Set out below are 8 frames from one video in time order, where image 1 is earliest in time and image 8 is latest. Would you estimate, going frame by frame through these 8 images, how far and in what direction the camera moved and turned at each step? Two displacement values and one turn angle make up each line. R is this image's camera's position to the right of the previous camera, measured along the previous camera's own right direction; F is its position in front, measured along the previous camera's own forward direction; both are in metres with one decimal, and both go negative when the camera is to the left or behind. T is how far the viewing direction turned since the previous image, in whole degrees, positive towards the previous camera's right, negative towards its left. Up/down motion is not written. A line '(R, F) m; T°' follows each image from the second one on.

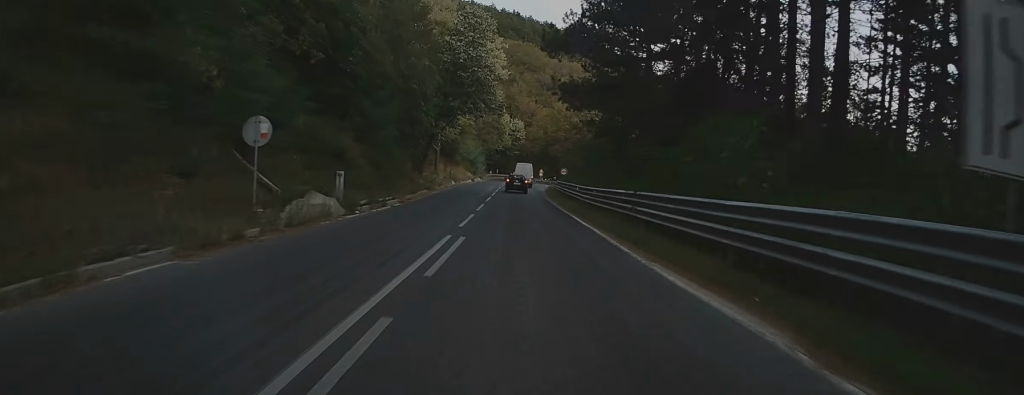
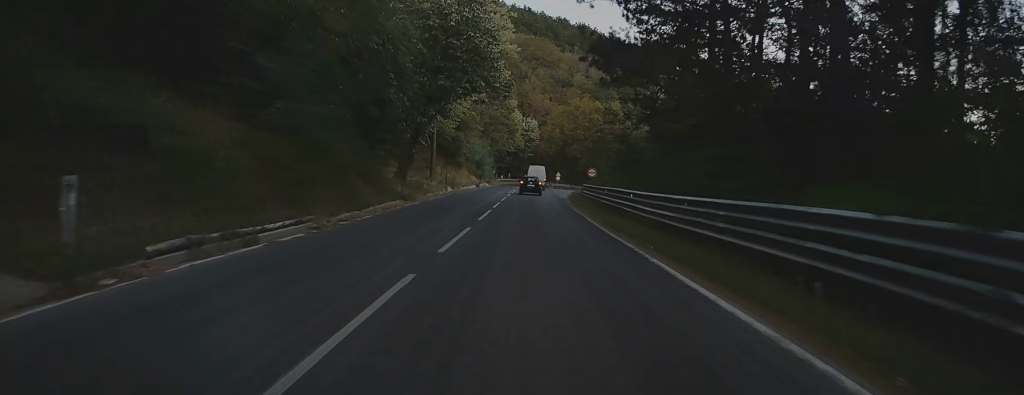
(+0.2, +14.2) m; +1°
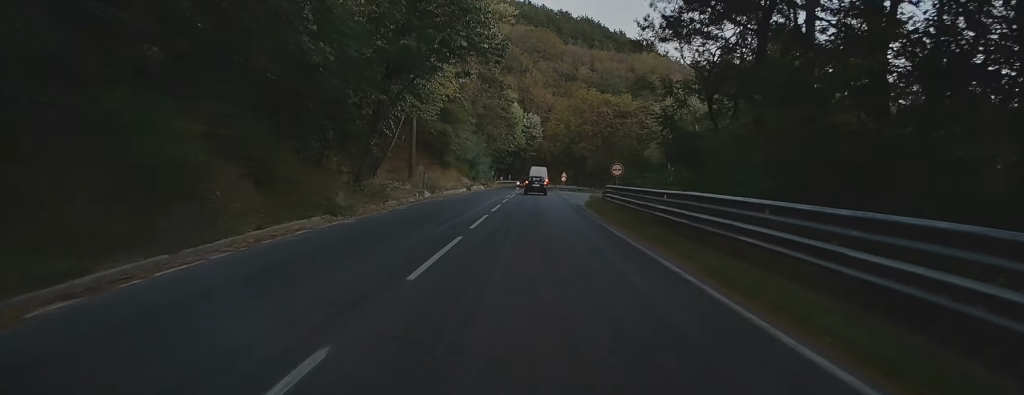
(0.0, +12.3) m; +1°
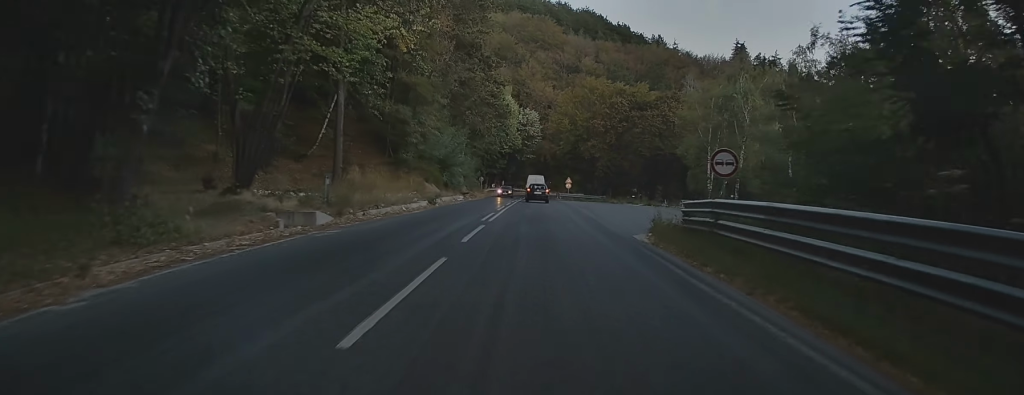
(+0.4, +19.8) m; +1°
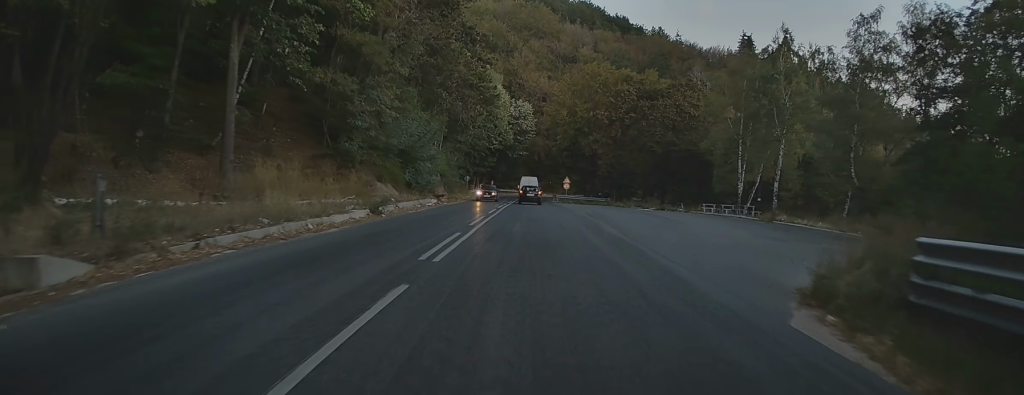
(-0.2, +11.4) m; 0°
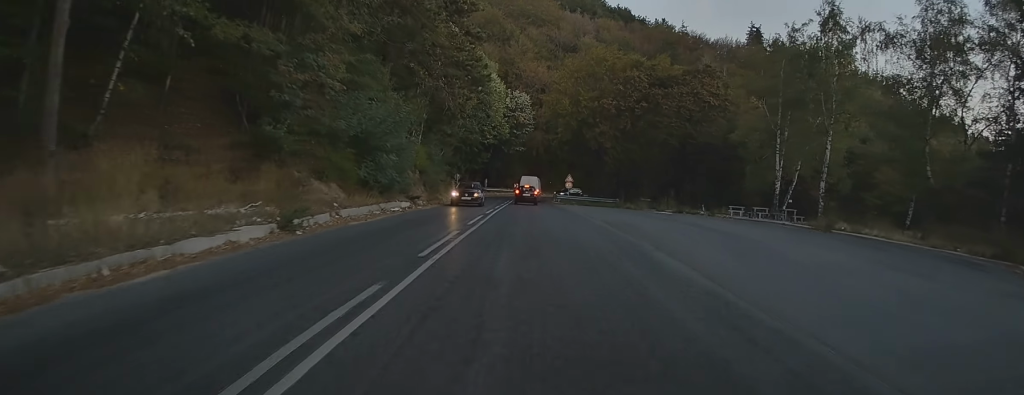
(-0.2, +8.6) m; +1°
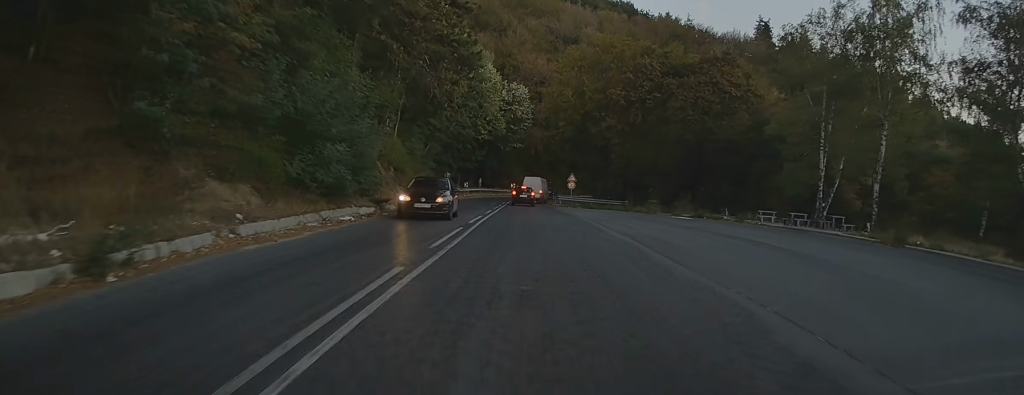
(+0.3, +7.4) m; +2°
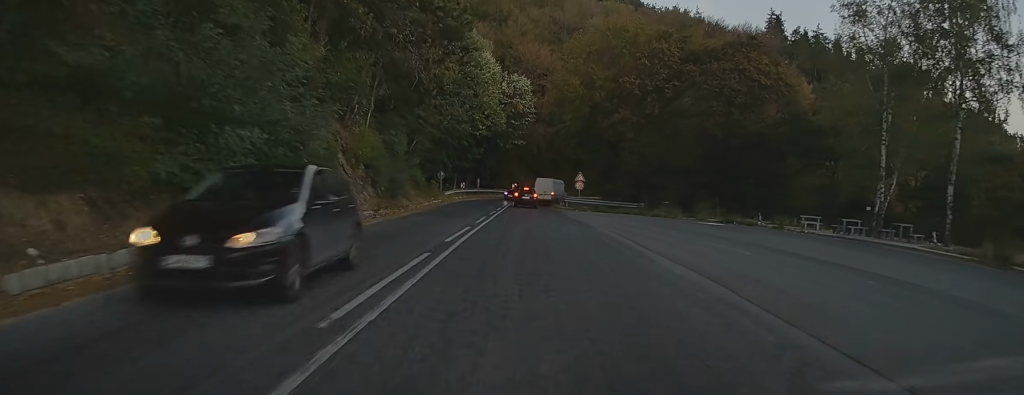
(+0.1, +7.0) m; +1°
